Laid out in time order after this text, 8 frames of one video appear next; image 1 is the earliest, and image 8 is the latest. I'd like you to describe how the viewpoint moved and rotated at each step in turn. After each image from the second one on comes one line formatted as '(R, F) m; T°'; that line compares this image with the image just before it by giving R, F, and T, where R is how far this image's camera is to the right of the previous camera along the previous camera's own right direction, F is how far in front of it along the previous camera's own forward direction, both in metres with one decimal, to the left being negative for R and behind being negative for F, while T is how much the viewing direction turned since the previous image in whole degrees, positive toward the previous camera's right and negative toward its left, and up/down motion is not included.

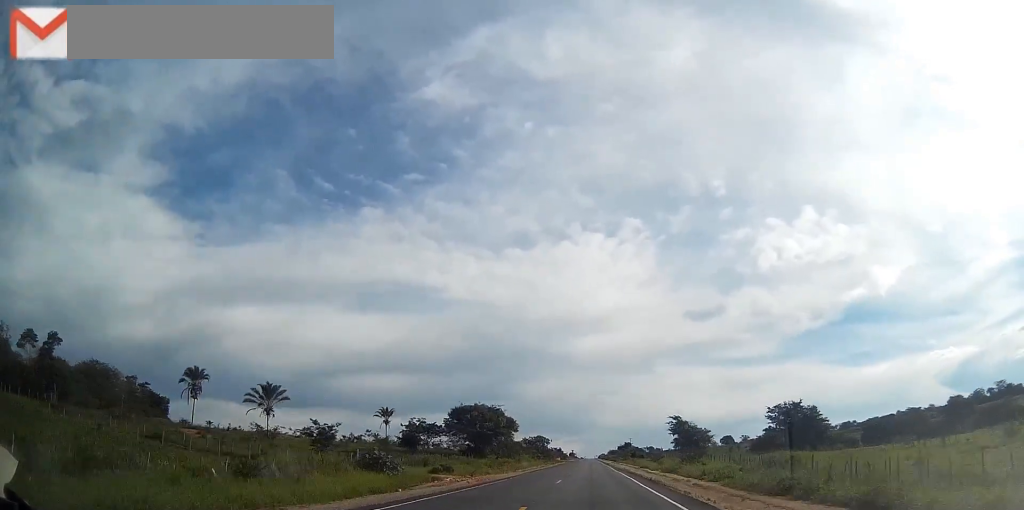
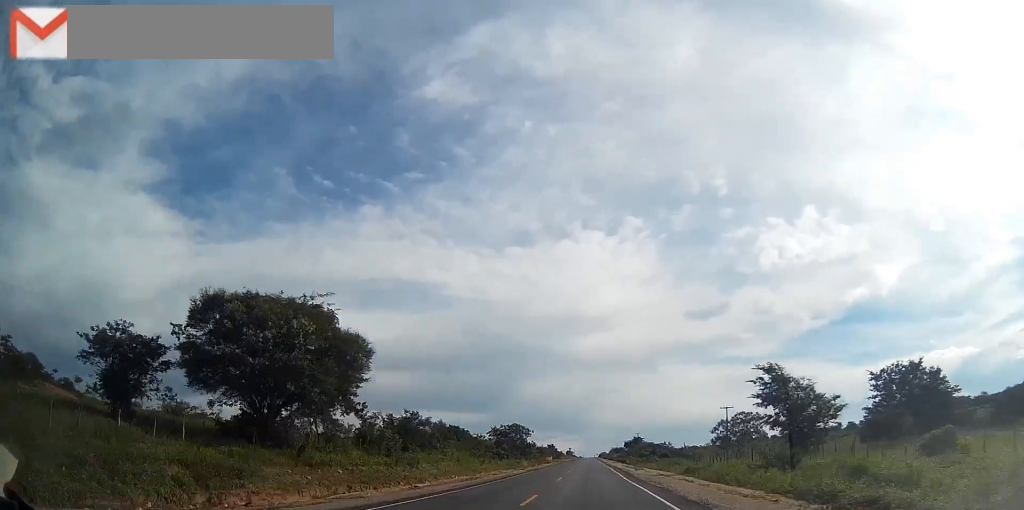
(0.0, +57.1) m; 0°
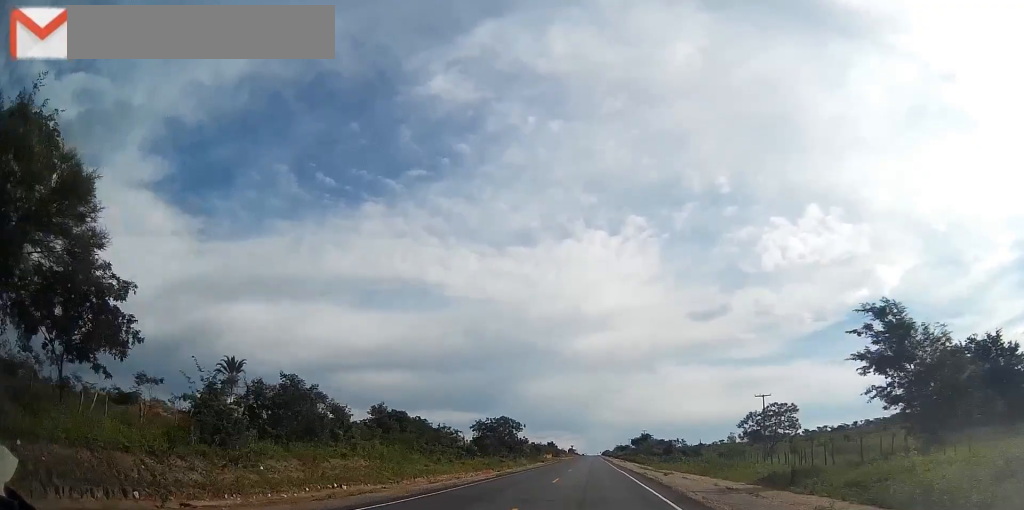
(0.0, +22.0) m; 0°
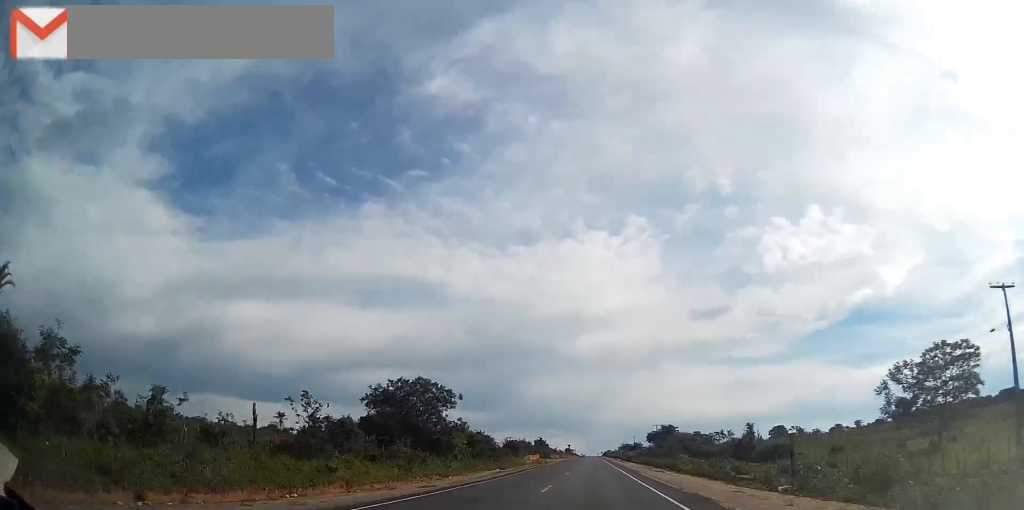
(0.0, +53.1) m; 0°
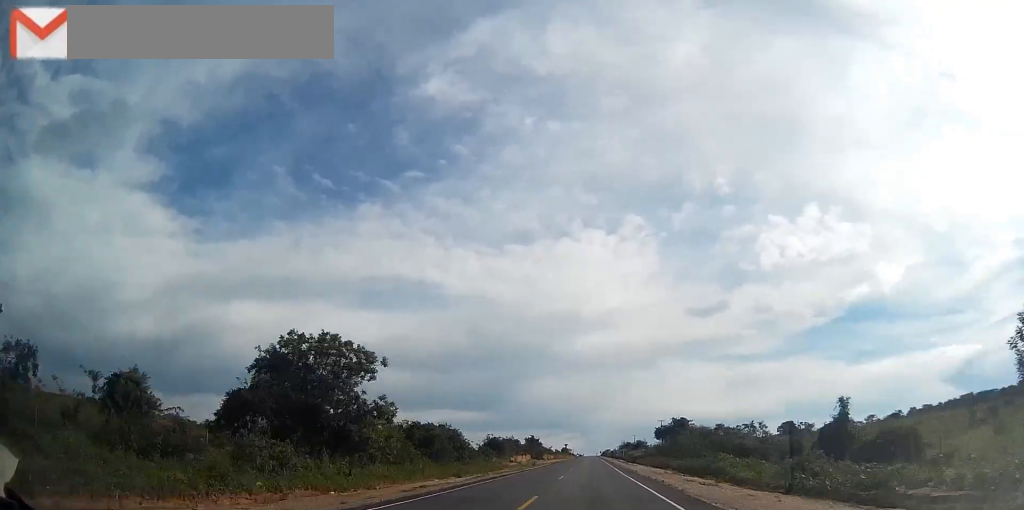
(0.0, +20.2) m; 0°
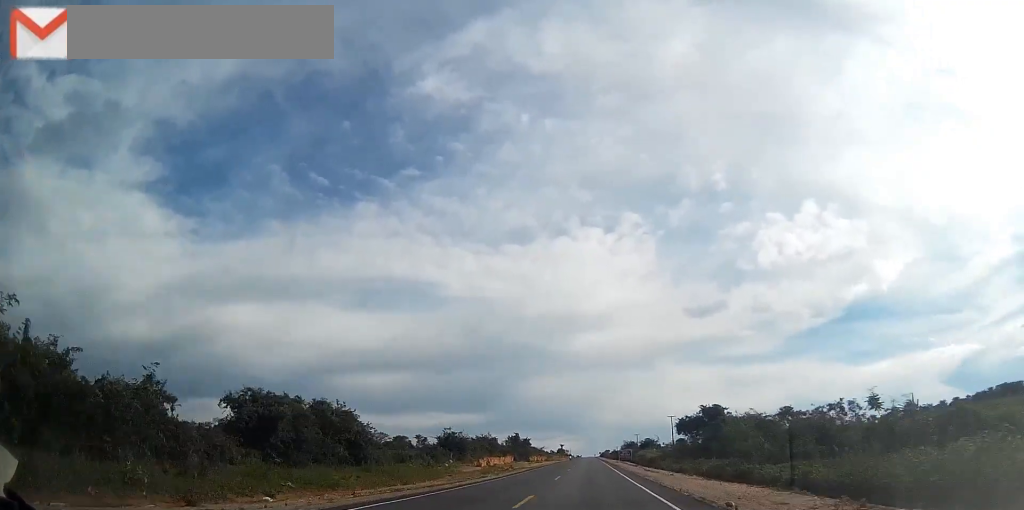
(-0.1, +30.9) m; 0°
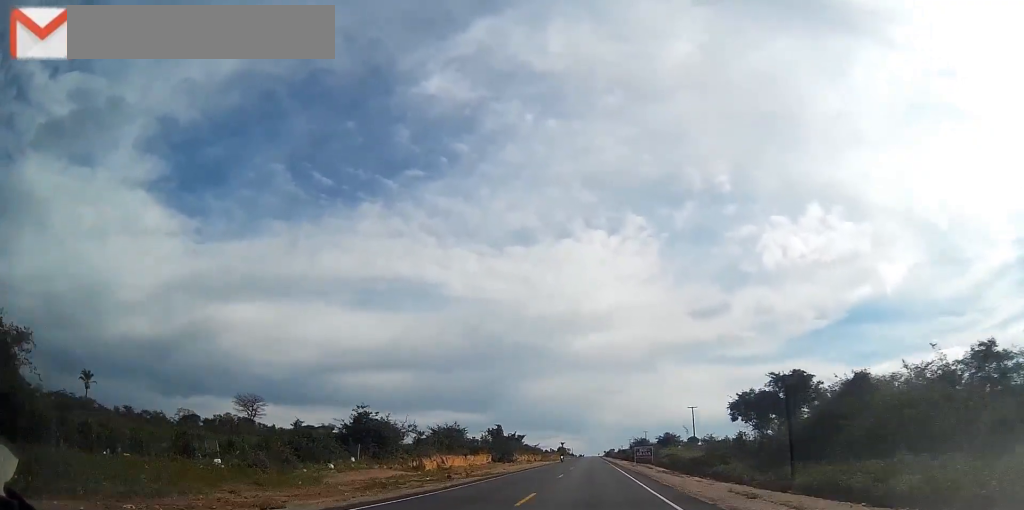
(-0.1, +30.8) m; 0°
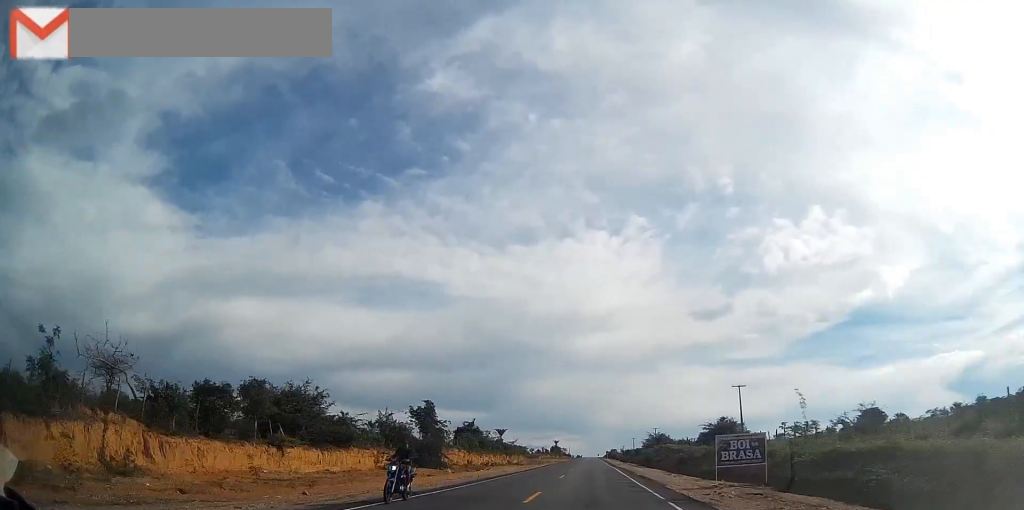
(+0.1, +47.7) m; 0°
